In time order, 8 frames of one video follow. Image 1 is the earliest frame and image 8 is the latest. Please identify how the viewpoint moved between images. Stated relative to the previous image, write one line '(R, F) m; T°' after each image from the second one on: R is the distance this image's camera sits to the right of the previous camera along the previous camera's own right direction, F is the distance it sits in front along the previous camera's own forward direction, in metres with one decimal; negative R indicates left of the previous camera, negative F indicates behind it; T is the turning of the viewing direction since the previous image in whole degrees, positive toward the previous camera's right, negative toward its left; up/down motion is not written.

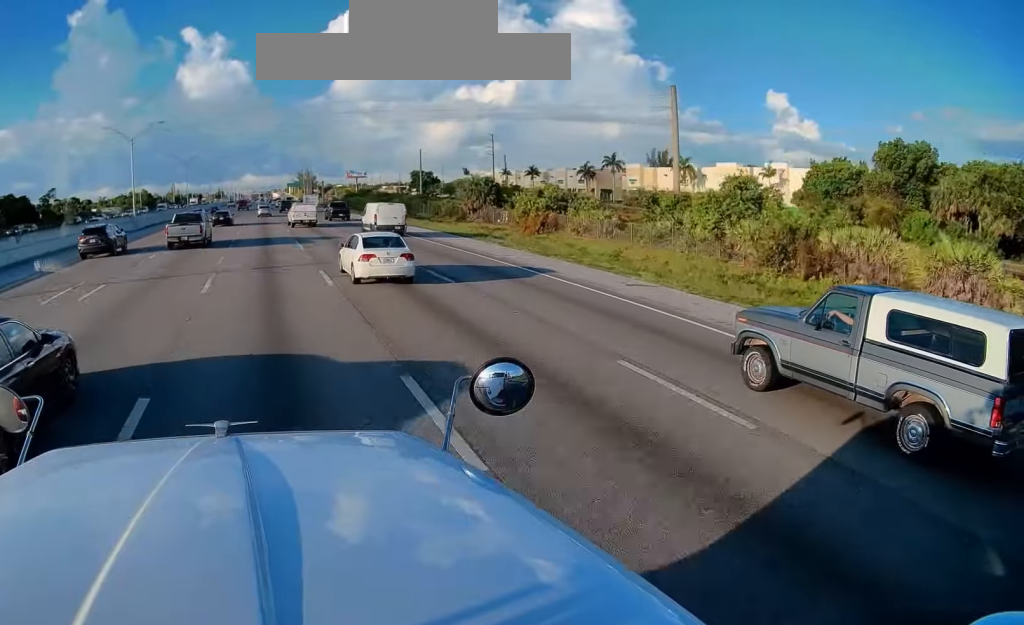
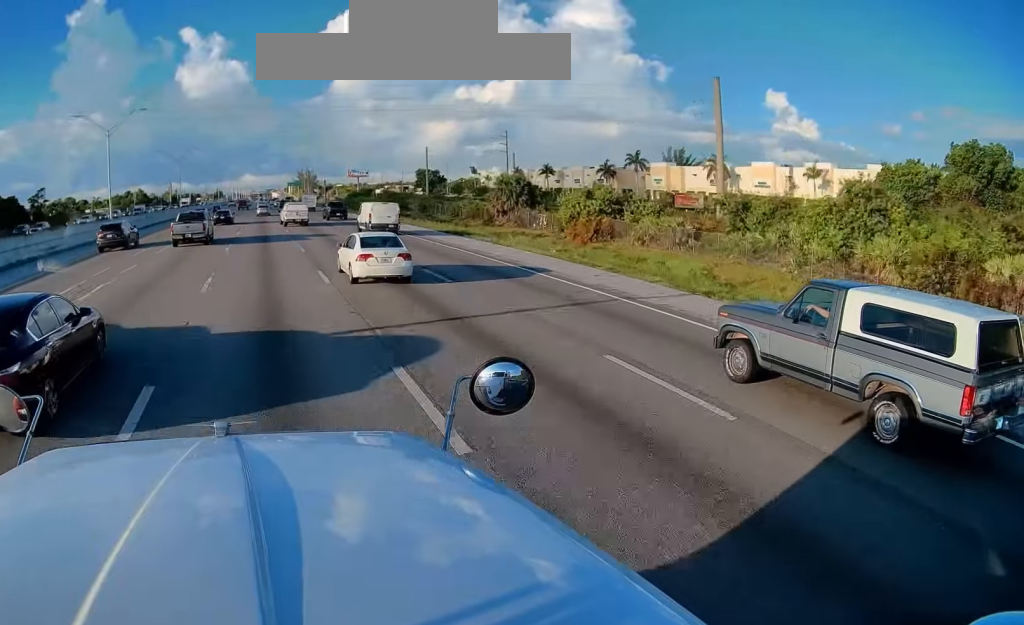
(+0.1, +10.3) m; 0°
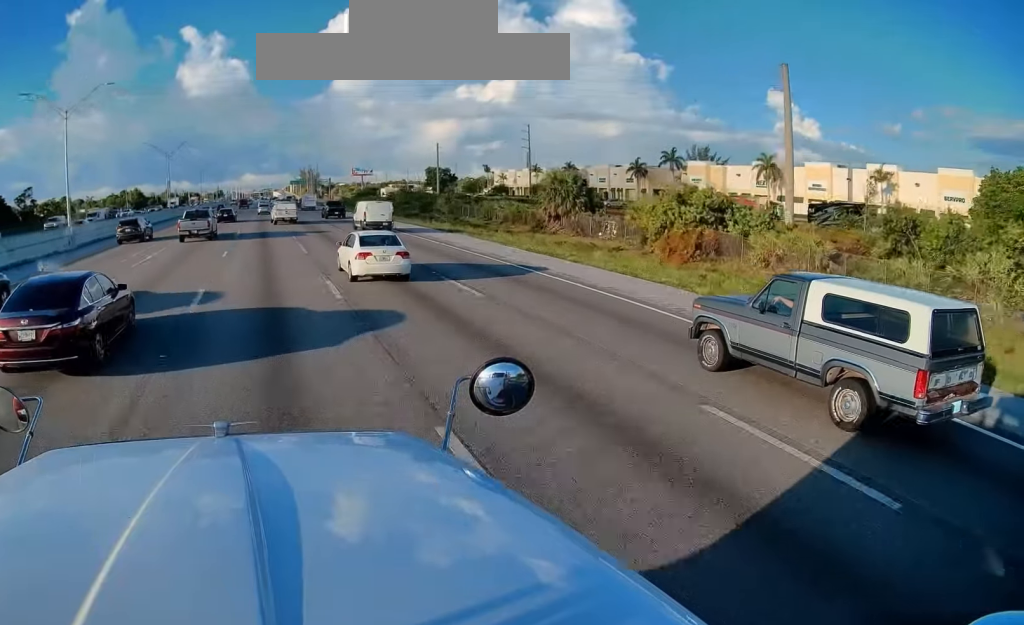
(-0.2, +13.1) m; -1°
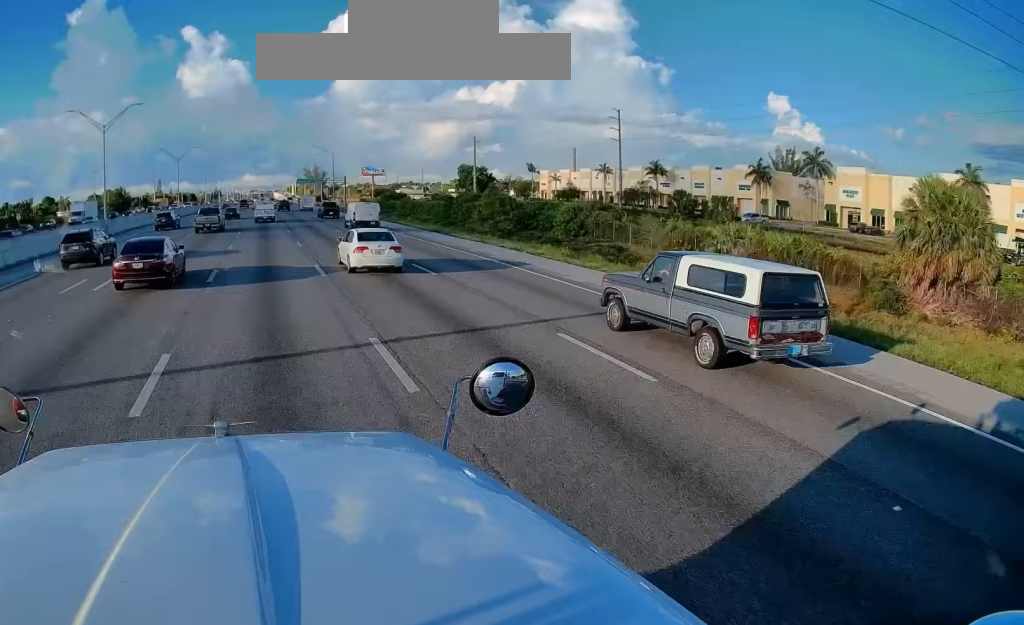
(+0.5, +42.8) m; +1°
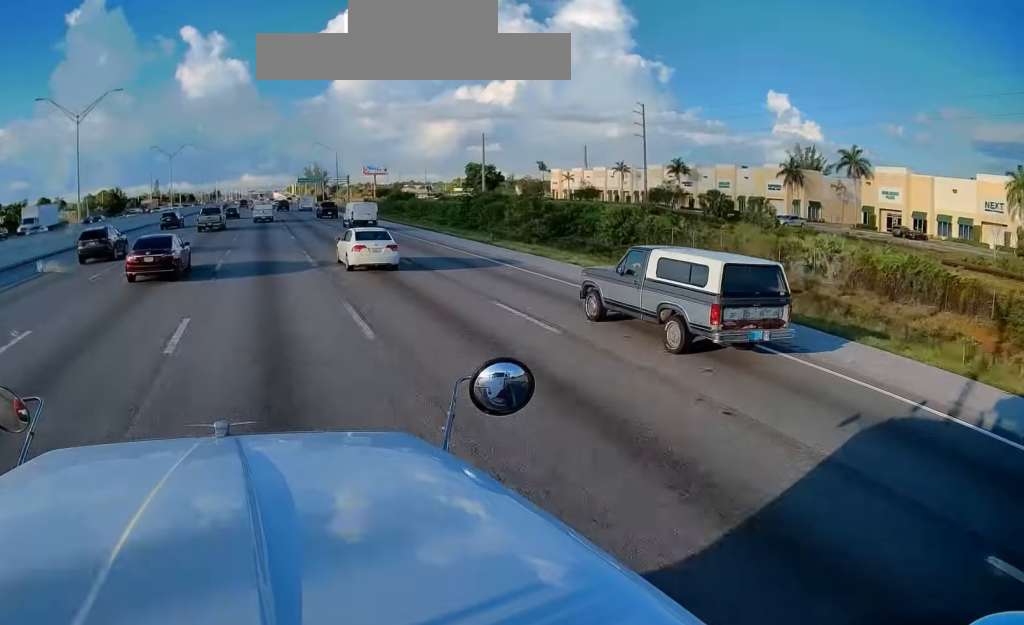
(-0.2, +9.0) m; -1°
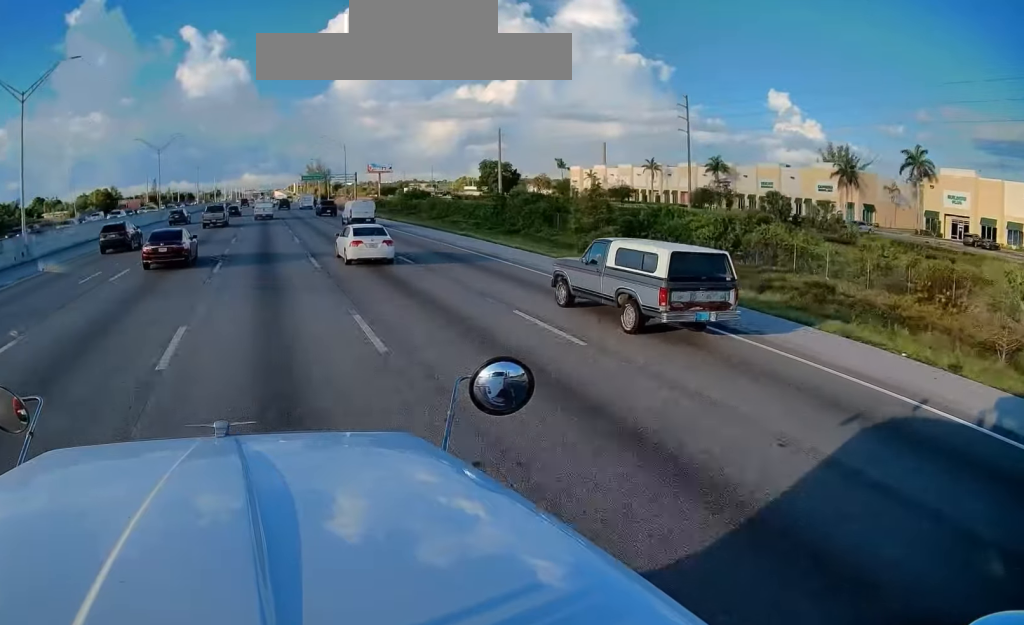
(-0.1, +13.3) m; +1°
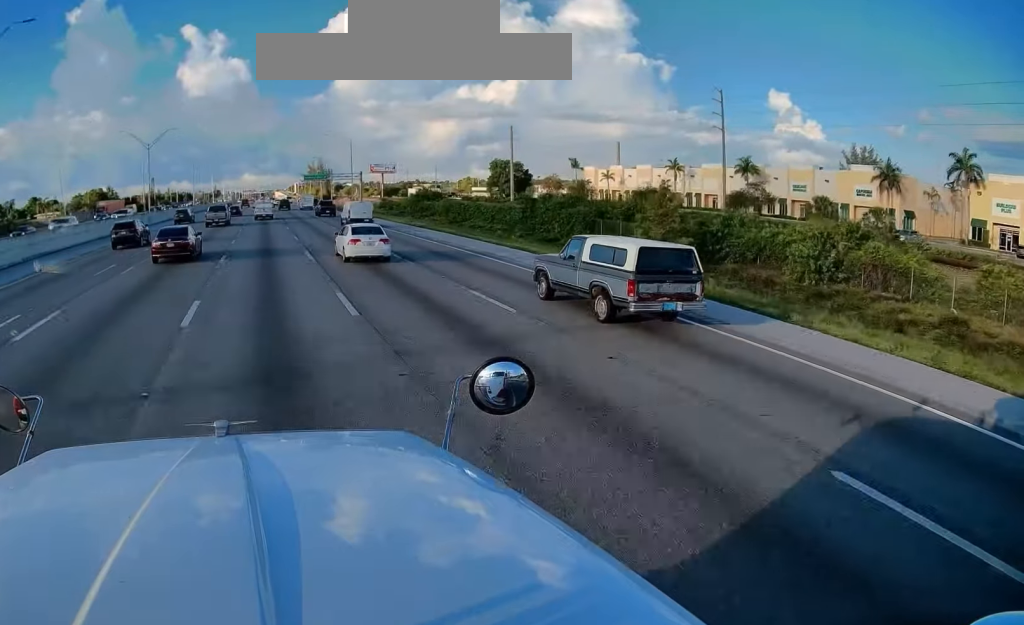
(-0.2, +9.1) m; +1°
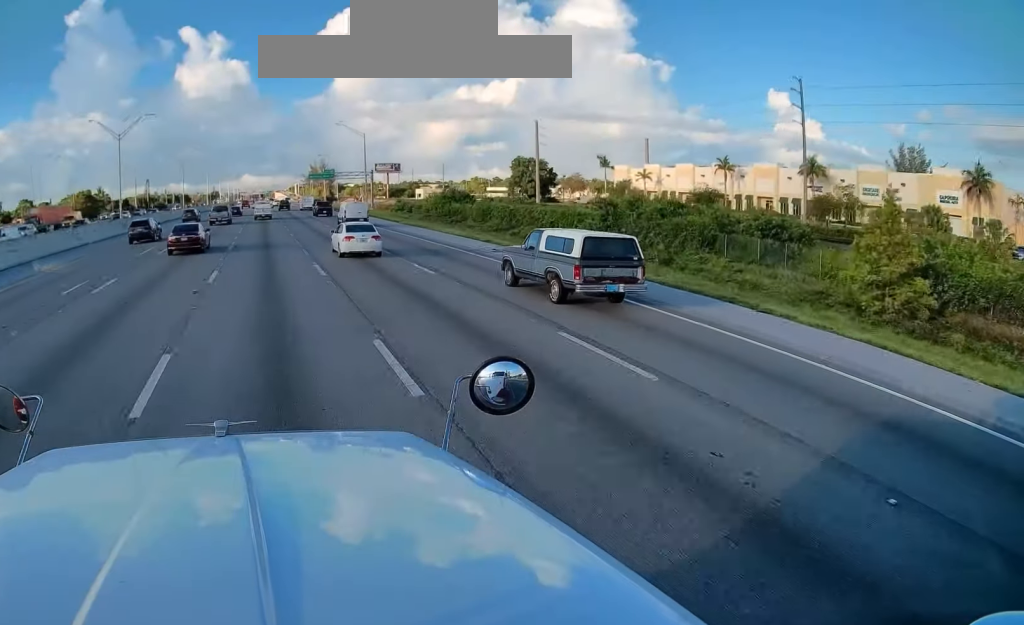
(+0.6, +17.7) m; +1°
